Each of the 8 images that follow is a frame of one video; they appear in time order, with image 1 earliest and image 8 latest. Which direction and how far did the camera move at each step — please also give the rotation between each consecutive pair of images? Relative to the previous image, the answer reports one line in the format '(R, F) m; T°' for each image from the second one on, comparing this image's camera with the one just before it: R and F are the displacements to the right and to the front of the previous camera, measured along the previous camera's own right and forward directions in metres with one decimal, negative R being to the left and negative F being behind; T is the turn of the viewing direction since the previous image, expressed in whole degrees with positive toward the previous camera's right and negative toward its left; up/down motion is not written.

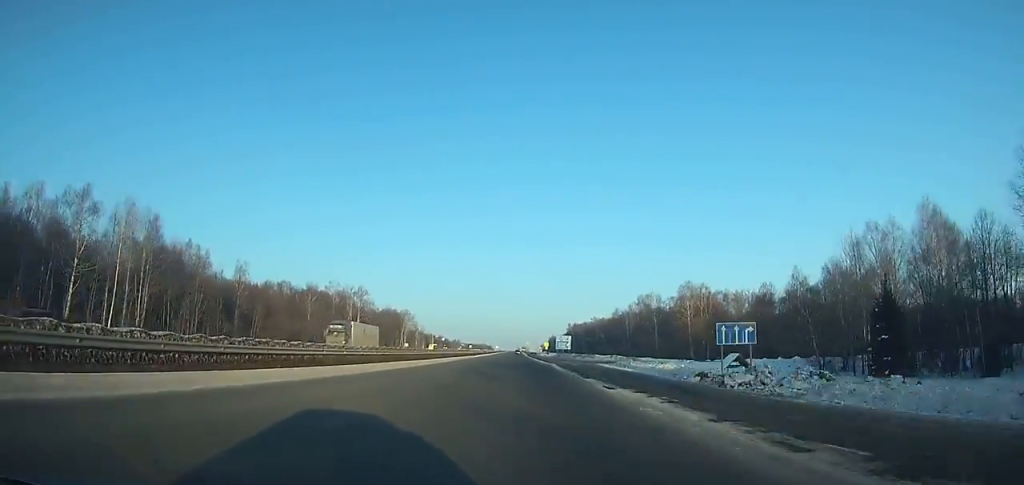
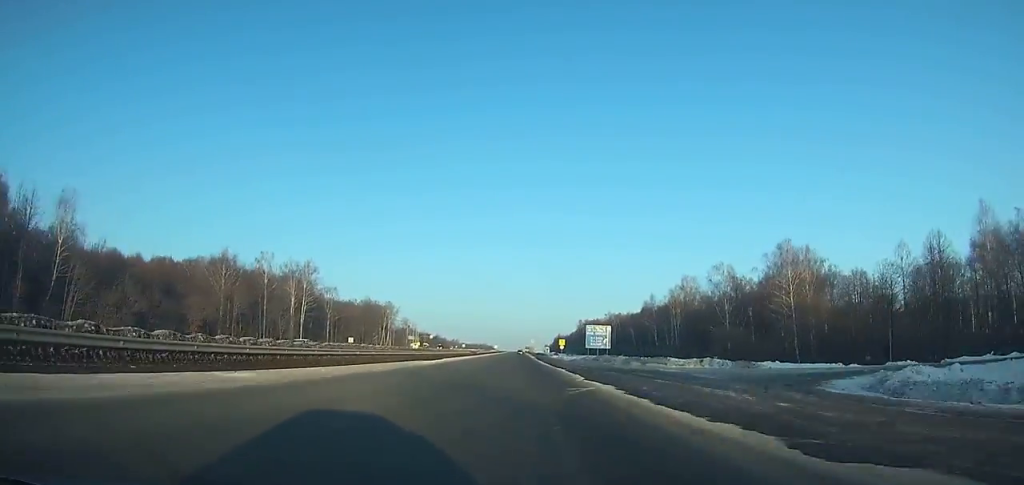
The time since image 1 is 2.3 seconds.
(-0.1, +58.2) m; 0°
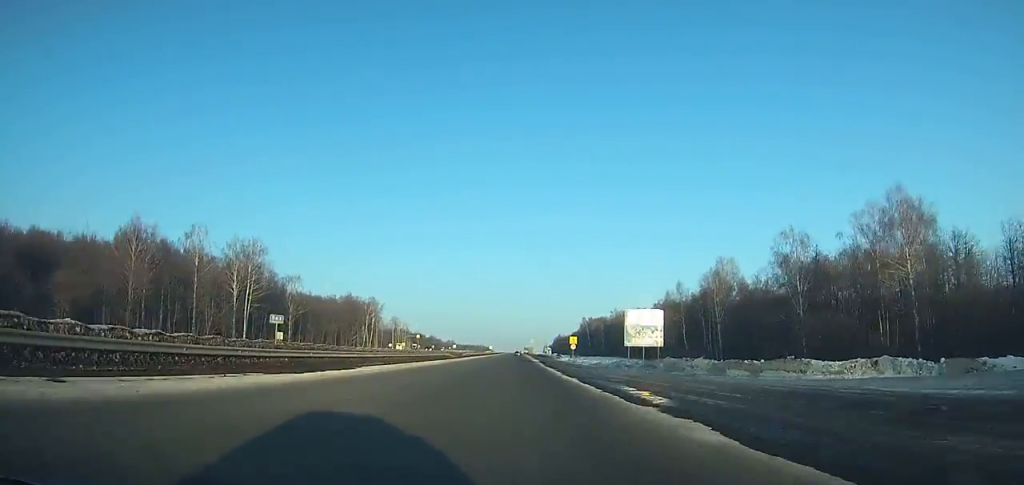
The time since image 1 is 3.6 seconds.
(+0.1, +32.8) m; 0°
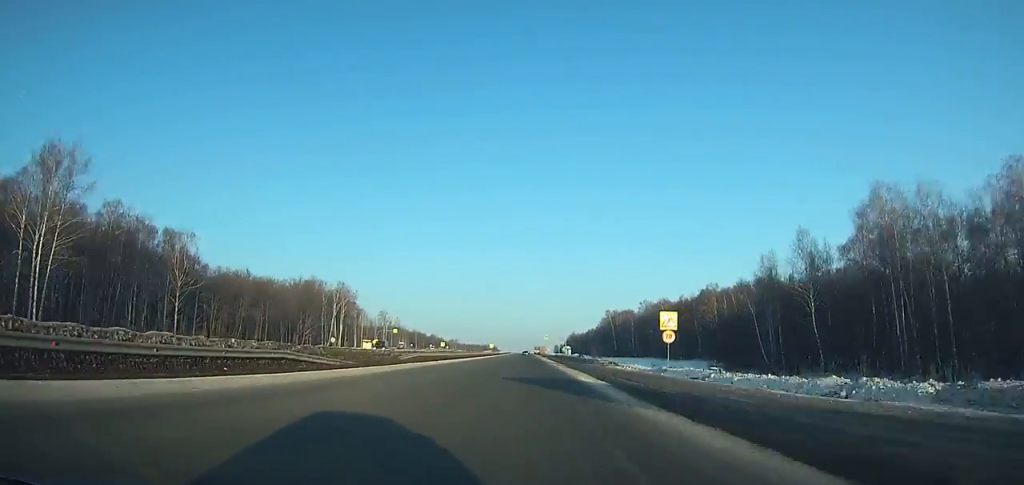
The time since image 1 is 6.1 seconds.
(-0.4, +63.0) m; 0°
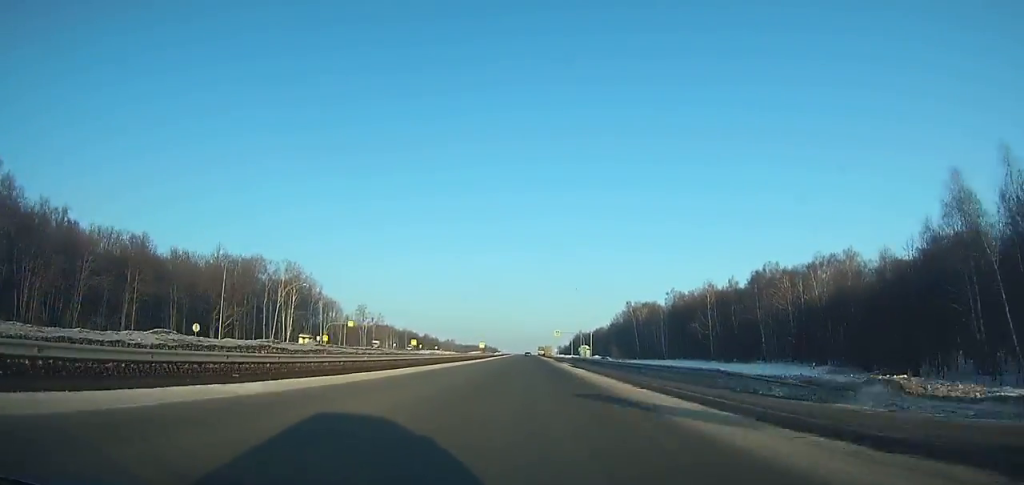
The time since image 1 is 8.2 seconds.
(-0.1, +52.9) m; 0°
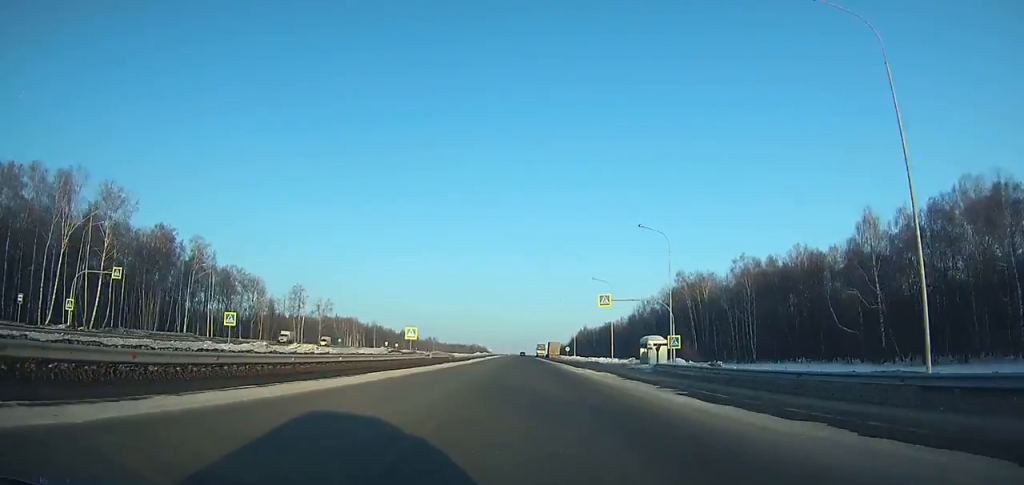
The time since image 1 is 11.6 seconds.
(+0.3, +85.6) m; 0°
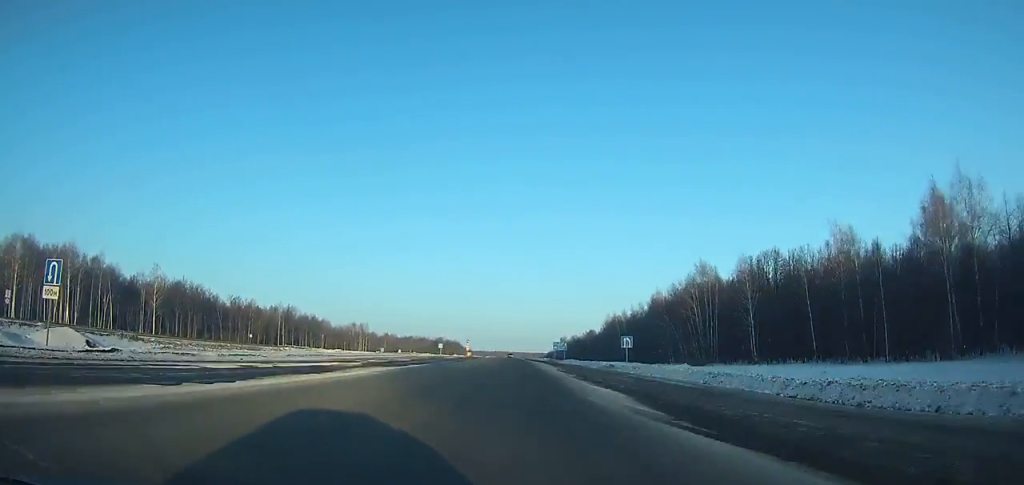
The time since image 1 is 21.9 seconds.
(+3.6, +256.2) m; +1°
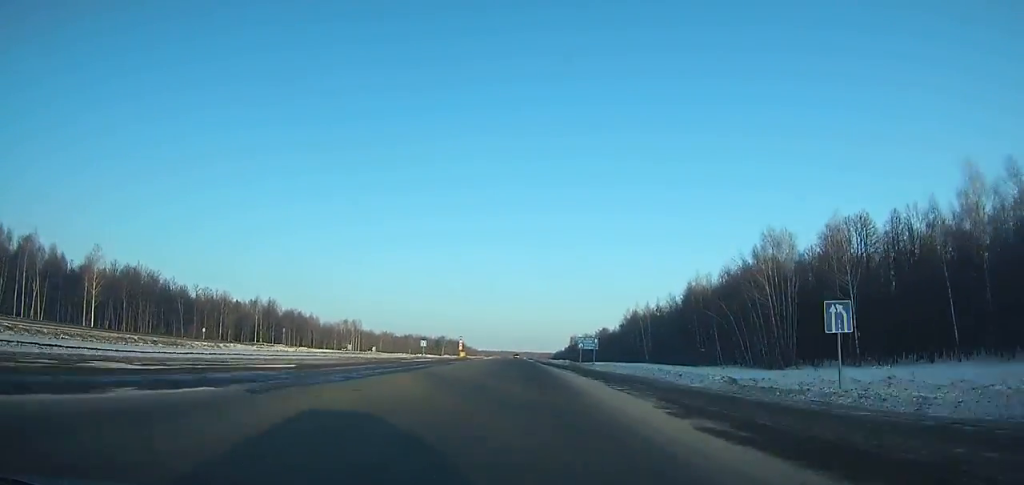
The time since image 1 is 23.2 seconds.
(0.0, +32.0) m; 0°
